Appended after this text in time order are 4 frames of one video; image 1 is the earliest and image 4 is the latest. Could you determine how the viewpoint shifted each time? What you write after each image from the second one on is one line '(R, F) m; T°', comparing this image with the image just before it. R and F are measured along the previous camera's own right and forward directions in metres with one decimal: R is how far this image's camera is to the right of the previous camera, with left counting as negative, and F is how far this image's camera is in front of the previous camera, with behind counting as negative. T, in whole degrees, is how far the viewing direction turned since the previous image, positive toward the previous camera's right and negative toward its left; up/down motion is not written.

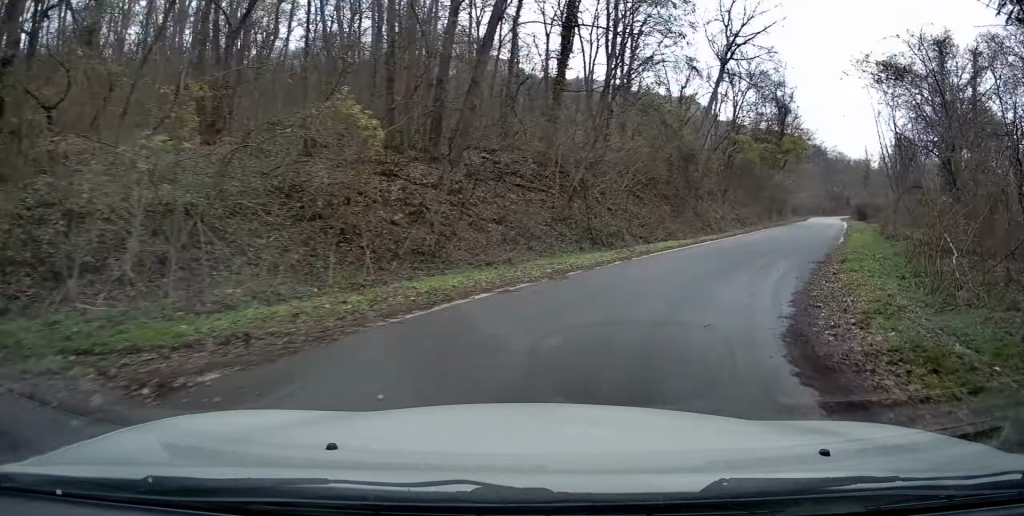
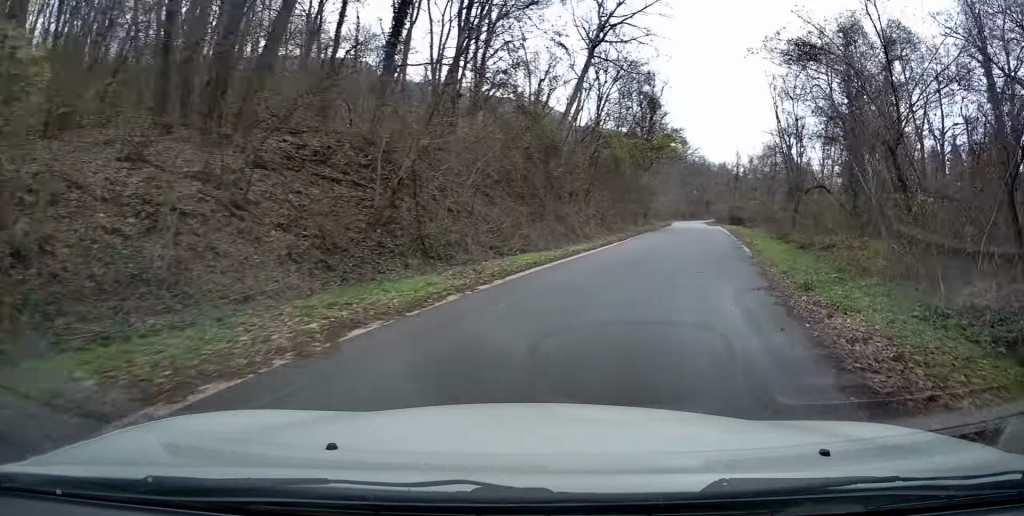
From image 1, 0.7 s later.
(+1.0, +4.7) m; +26°
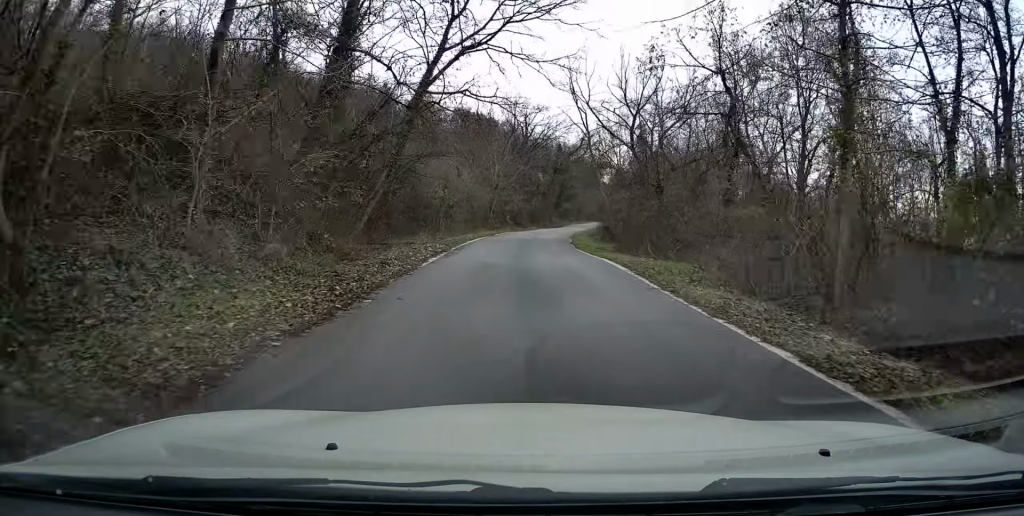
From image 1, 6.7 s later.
(+27.4, +53.3) m; +34°
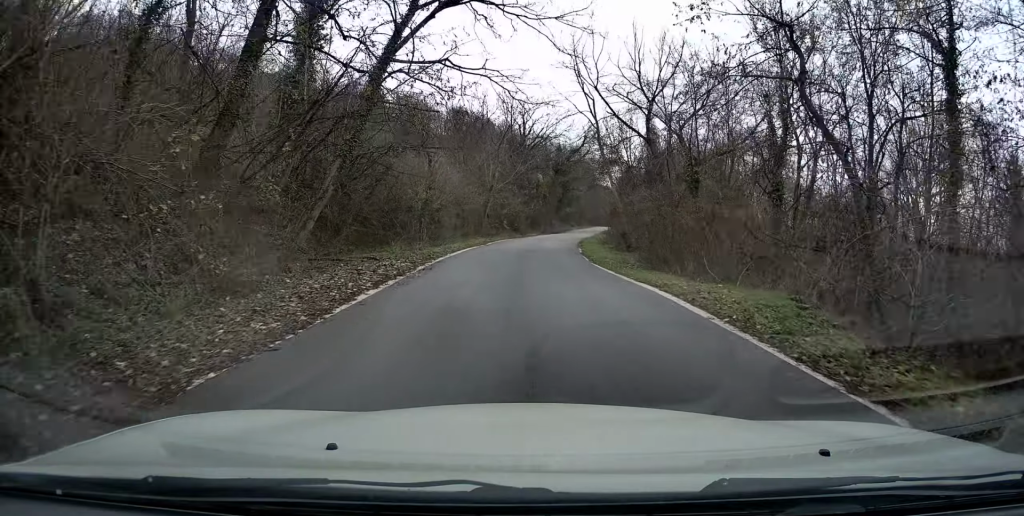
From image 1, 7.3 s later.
(+0.4, +9.6) m; +1°
